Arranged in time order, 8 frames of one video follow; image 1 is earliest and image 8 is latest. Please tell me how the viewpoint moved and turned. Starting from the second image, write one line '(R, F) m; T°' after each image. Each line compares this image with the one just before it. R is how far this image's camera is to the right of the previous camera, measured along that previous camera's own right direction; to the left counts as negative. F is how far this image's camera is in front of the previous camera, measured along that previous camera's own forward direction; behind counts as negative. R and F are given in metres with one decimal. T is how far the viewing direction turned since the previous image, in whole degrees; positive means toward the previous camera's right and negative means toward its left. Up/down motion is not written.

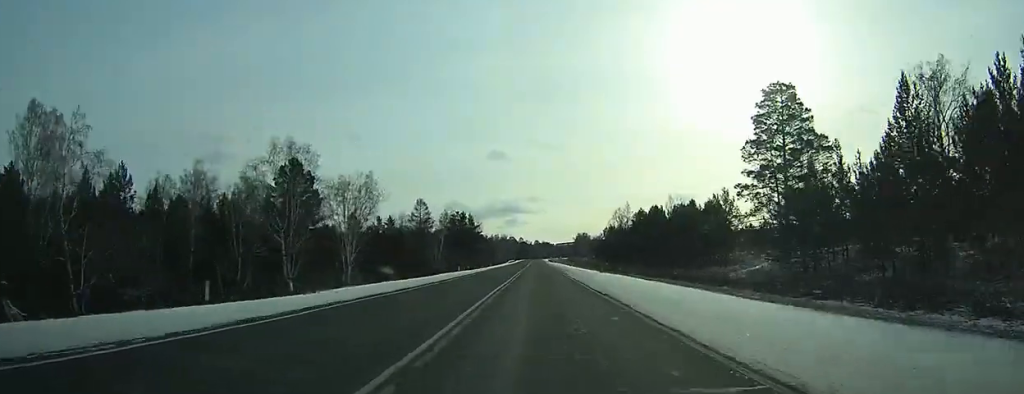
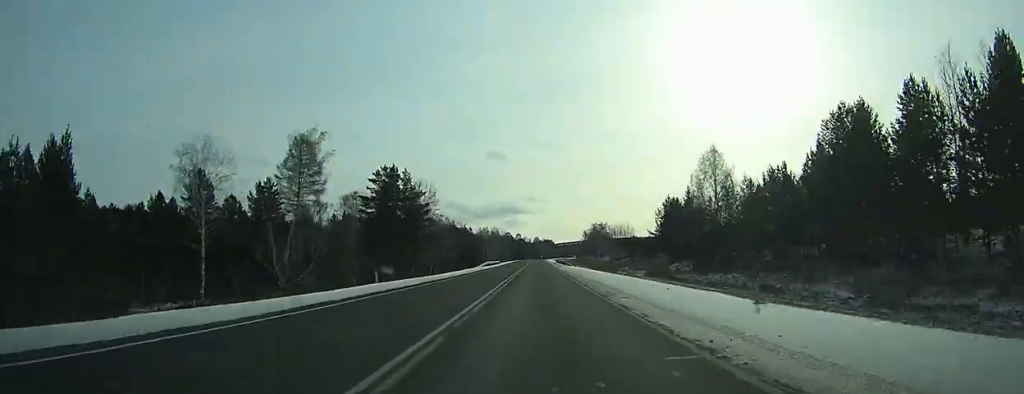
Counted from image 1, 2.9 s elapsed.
(+0.2, +82.4) m; 0°
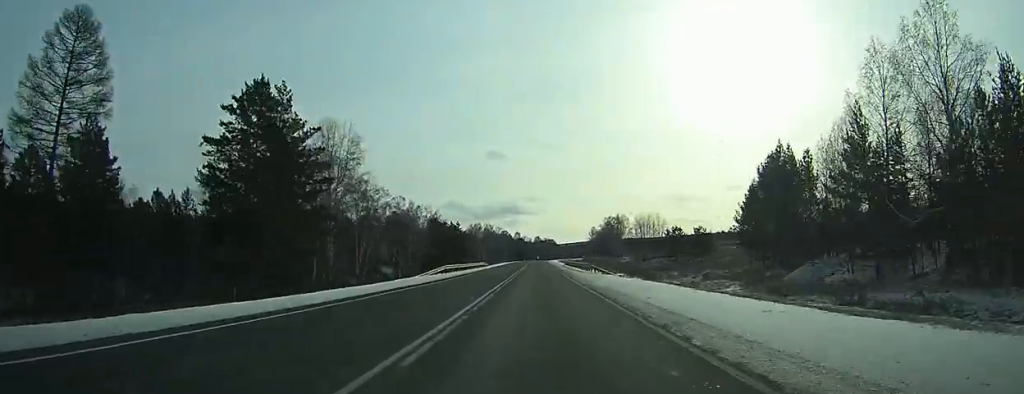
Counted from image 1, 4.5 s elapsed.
(0.0, +45.5) m; 0°
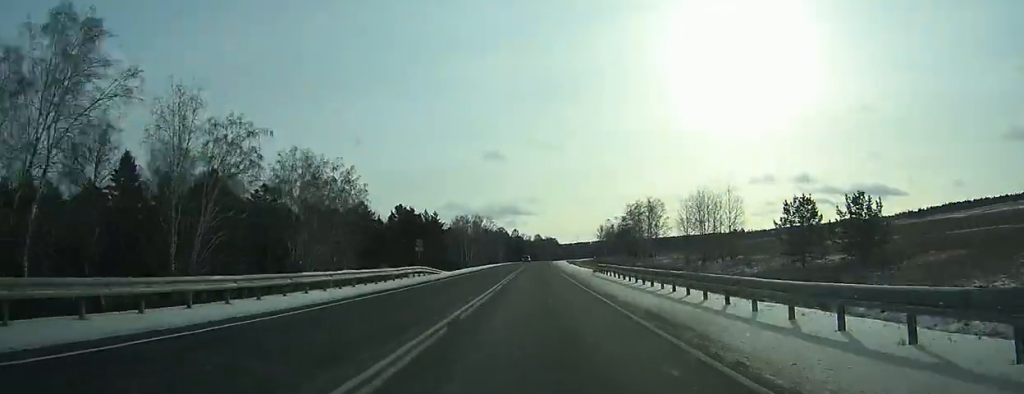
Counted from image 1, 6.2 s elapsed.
(-0.1, +51.1) m; 0°
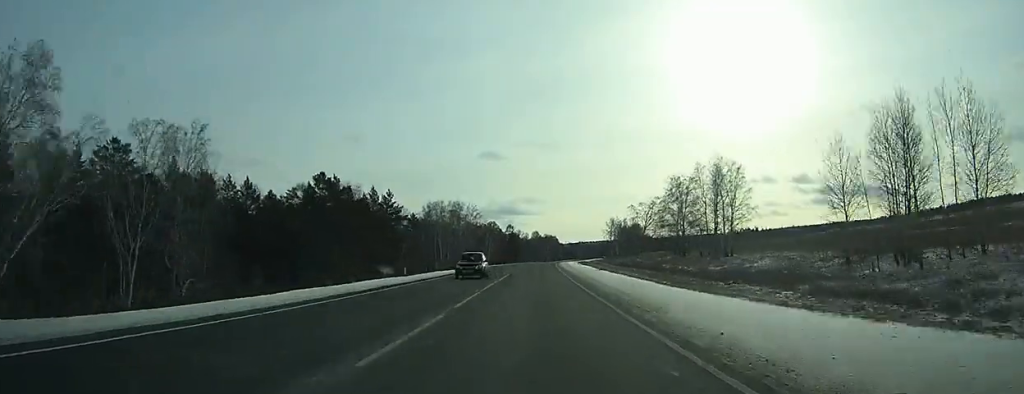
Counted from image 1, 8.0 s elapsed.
(-0.2, +51.2) m; 0°
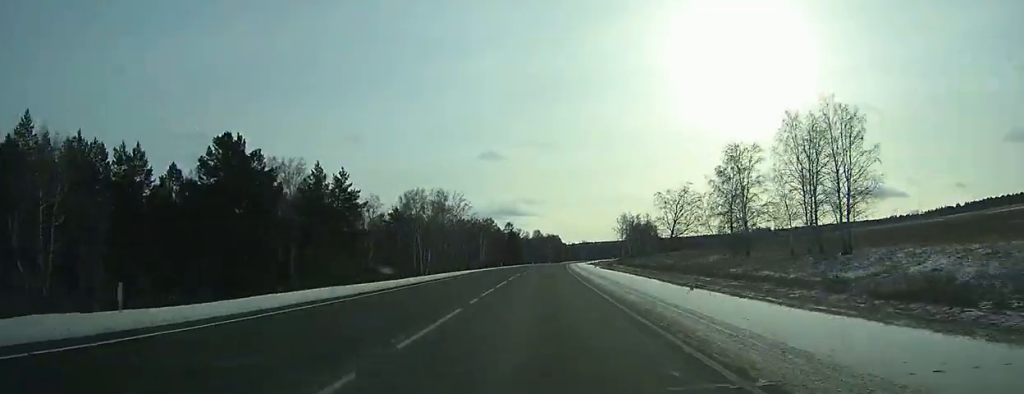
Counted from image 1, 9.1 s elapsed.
(+0.1, +29.1) m; +1°
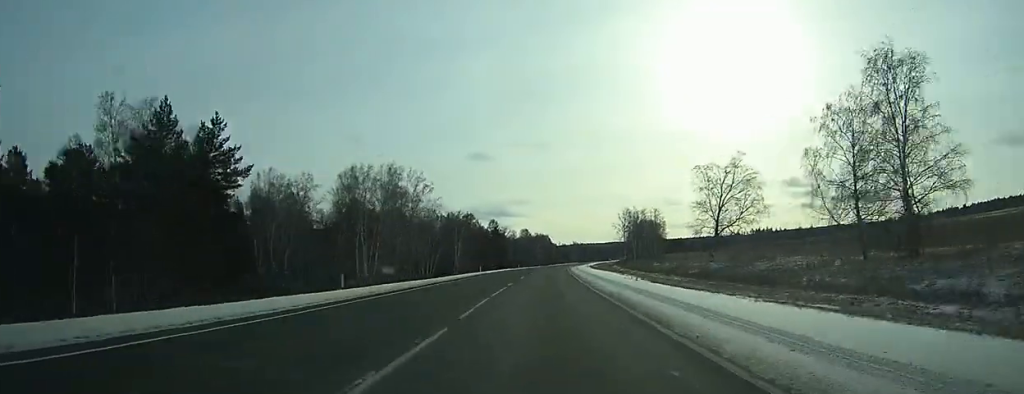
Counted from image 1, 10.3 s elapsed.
(+0.1, +34.4) m; +1°
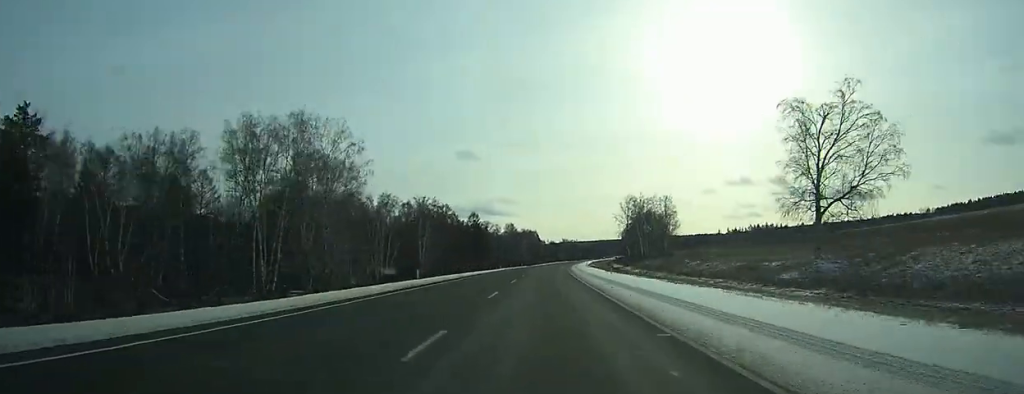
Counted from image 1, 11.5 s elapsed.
(+0.3, +32.3) m; +1°
